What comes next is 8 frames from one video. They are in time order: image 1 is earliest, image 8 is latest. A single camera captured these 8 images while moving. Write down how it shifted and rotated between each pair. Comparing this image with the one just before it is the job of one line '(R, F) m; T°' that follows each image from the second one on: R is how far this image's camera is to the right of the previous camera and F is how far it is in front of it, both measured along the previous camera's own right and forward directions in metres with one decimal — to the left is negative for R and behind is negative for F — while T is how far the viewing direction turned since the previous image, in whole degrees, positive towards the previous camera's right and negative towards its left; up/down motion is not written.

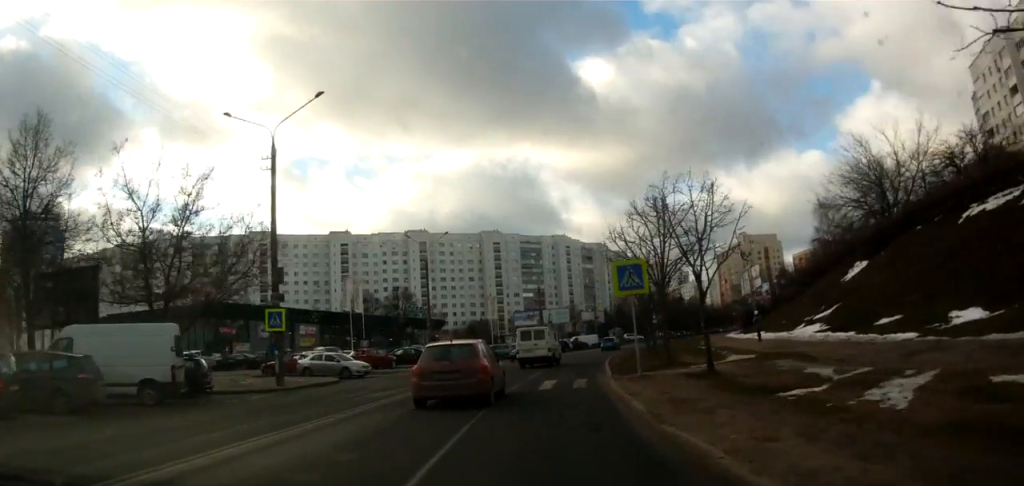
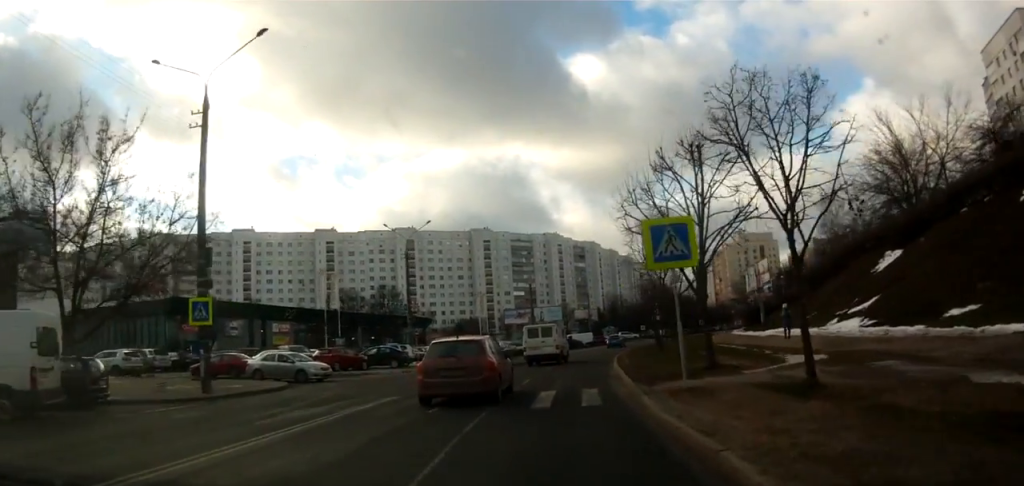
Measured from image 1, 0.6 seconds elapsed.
(-0.1, +5.6) m; +2°
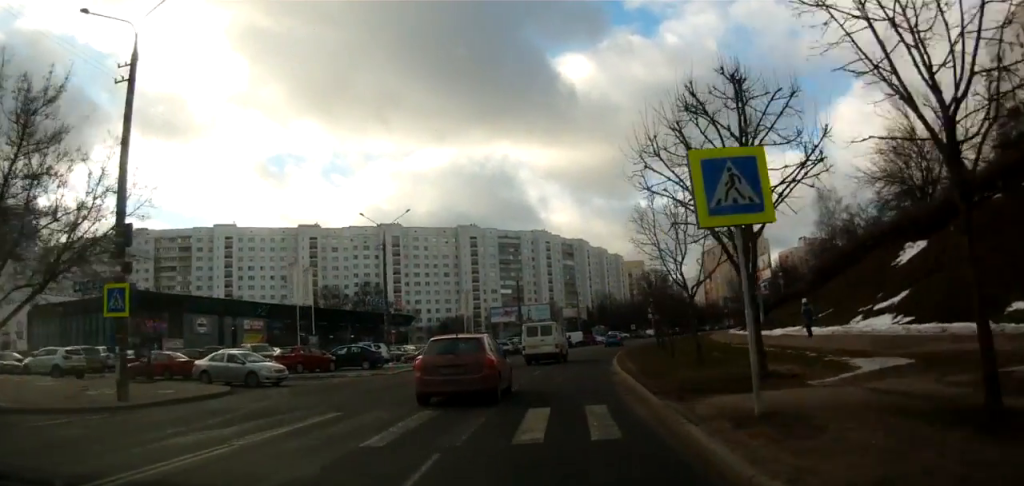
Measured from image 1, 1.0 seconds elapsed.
(+0.1, +4.1) m; +1°
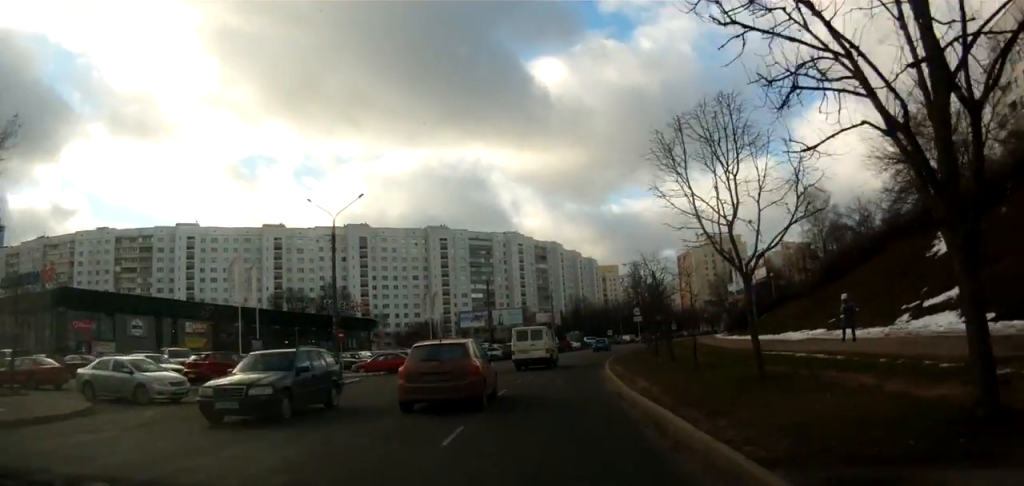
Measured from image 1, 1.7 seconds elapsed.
(+0.4, +6.5) m; 0°
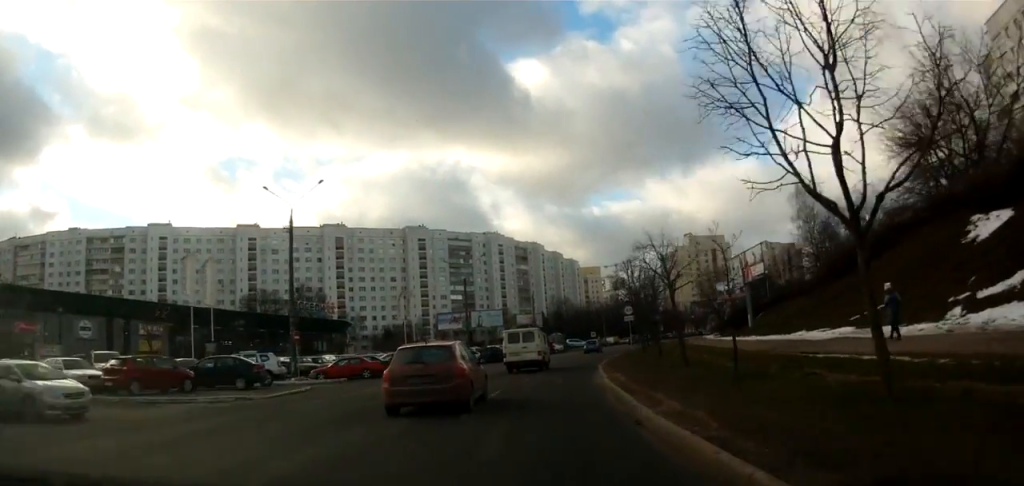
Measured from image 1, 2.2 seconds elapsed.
(-0.2, +5.0) m; 0°
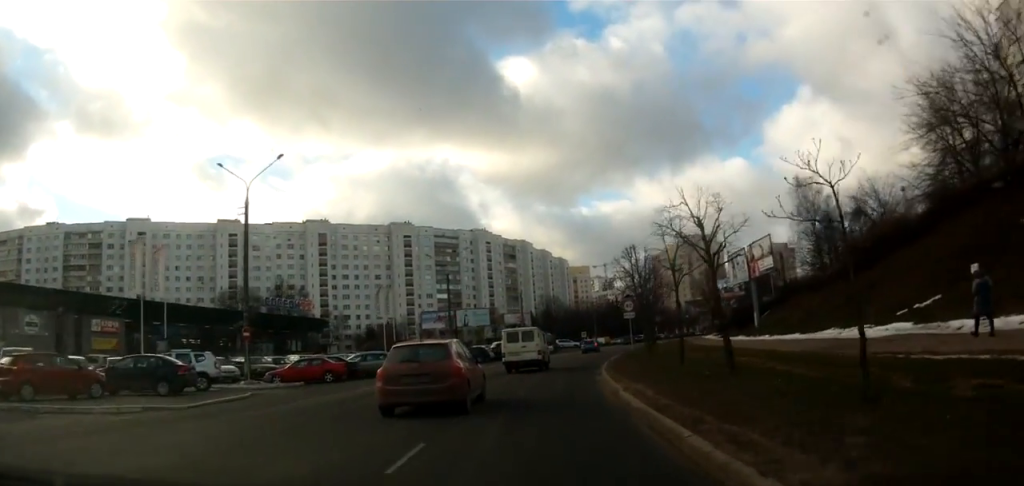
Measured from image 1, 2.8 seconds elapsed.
(-0.3, +5.0) m; 0°
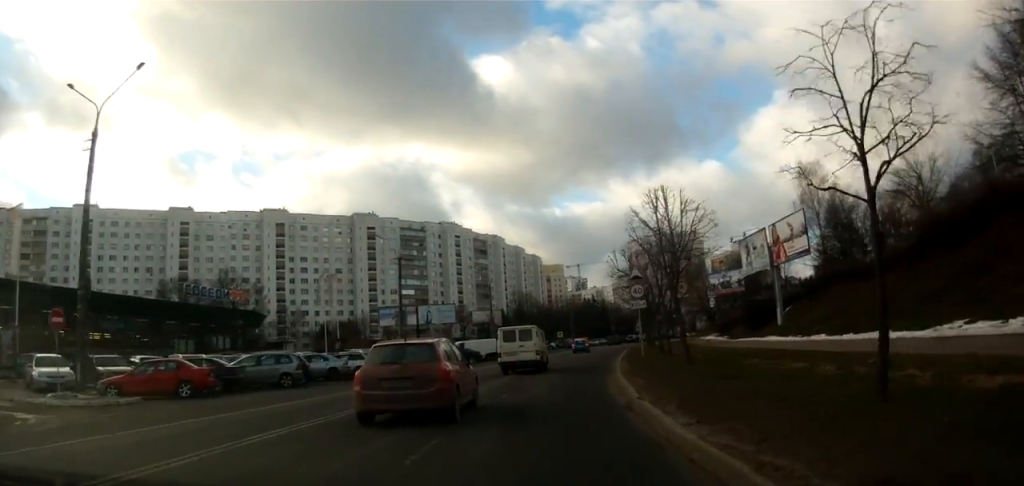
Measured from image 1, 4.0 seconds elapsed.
(+0.6, +12.2) m; +4°
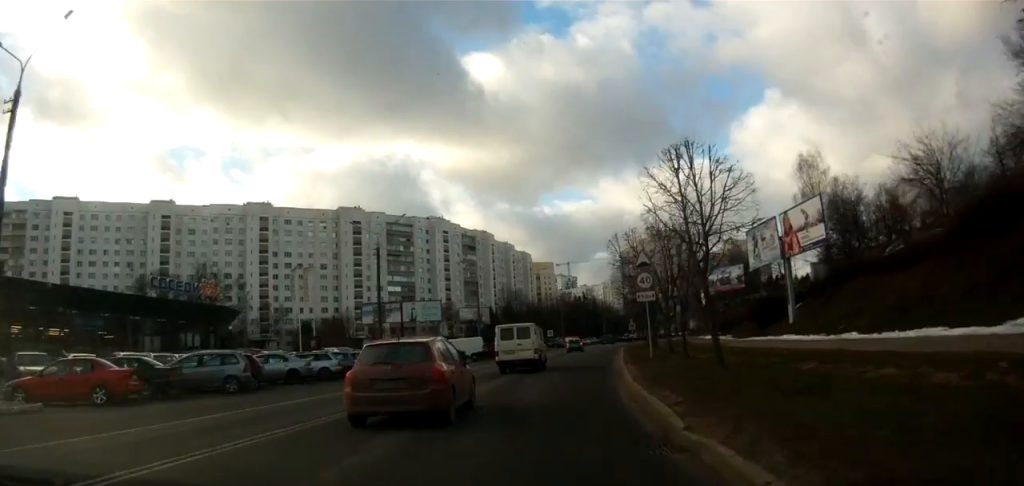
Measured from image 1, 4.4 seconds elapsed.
(-0.1, +4.4) m; +3°
